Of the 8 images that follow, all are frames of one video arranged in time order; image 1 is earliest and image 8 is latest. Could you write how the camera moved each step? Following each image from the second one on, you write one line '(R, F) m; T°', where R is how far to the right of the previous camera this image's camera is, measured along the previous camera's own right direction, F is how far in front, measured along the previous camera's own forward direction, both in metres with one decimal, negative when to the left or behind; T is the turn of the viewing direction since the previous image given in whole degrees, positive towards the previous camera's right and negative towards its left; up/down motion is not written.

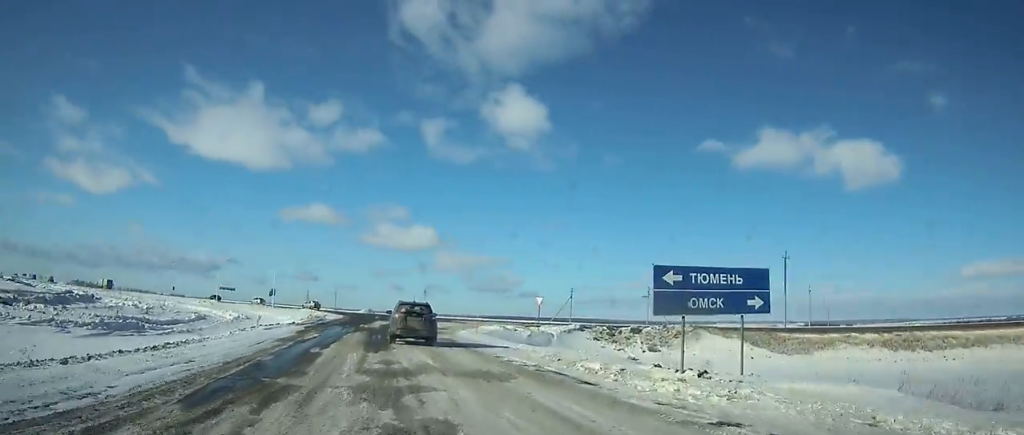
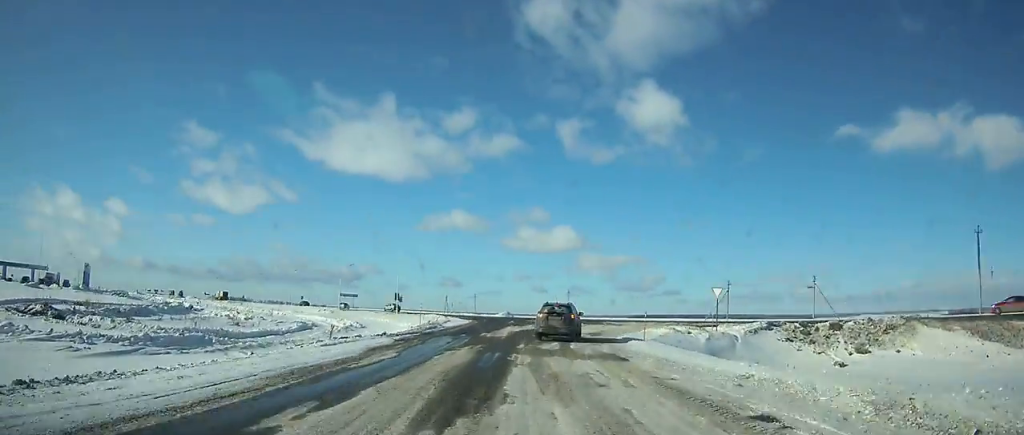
(-1.4, +9.2) m; -10°
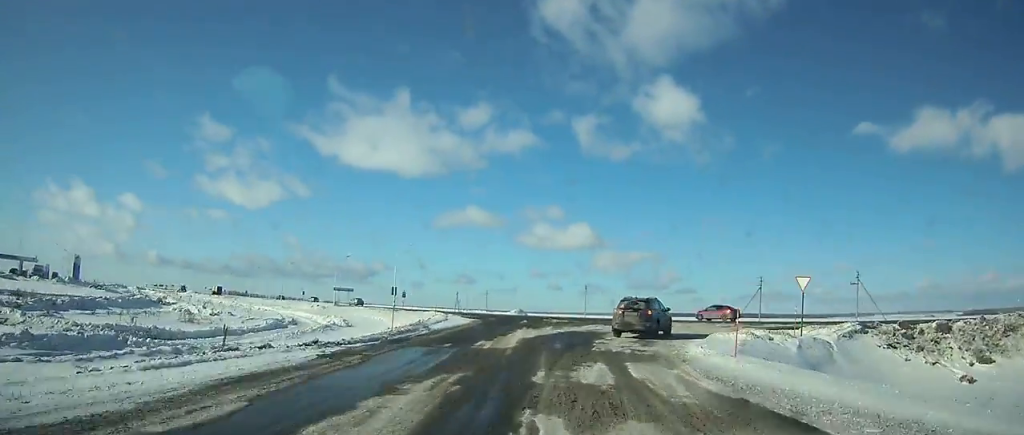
(-0.5, +8.1) m; +2°
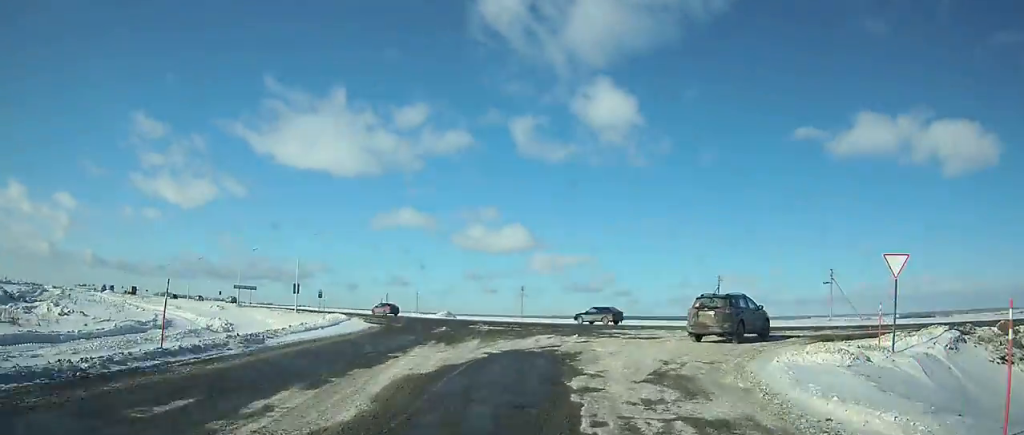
(-0.2, +9.2) m; +5°
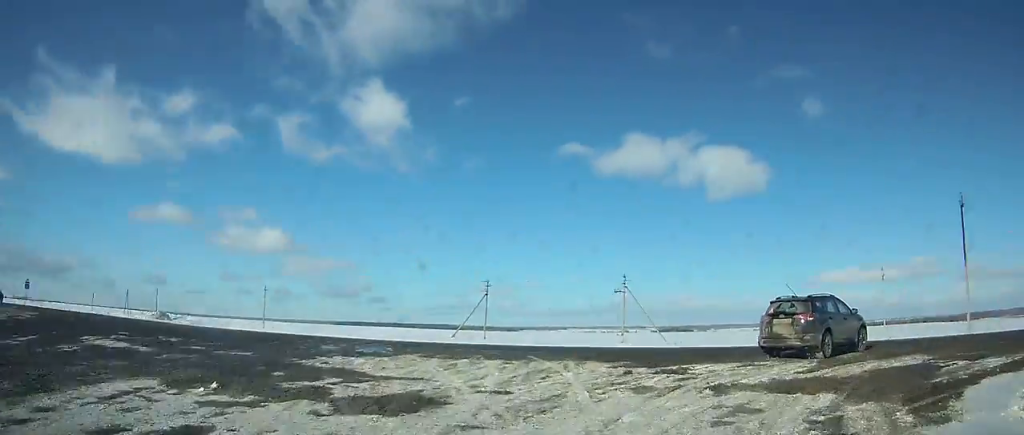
(+0.6, +14.0) m; +21°
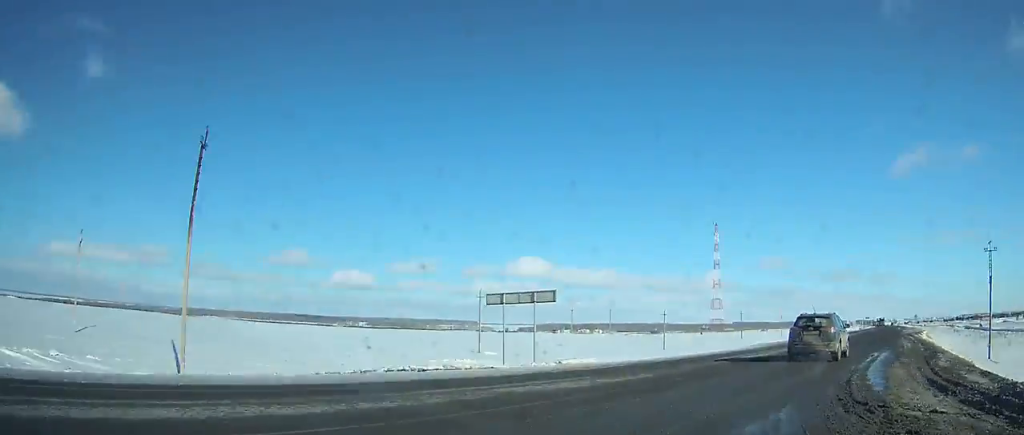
(+16.8, +16.4) m; +82°
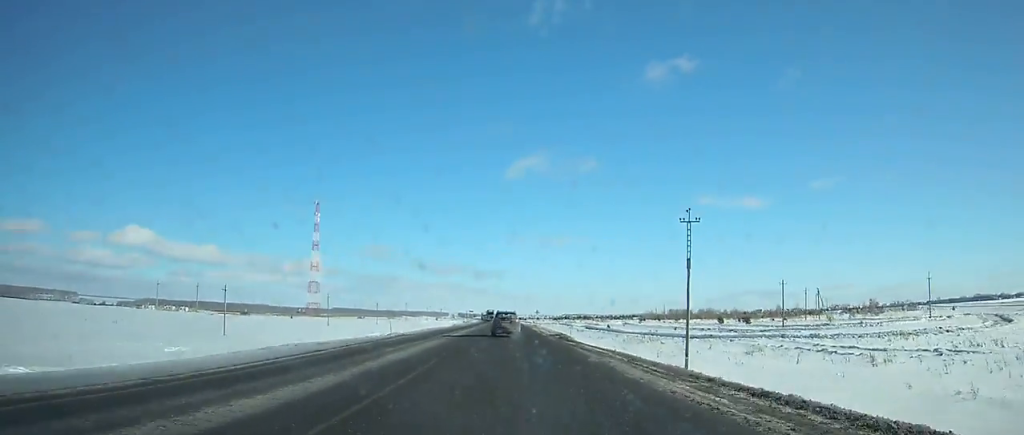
(+12.4, +30.9) m; +25°
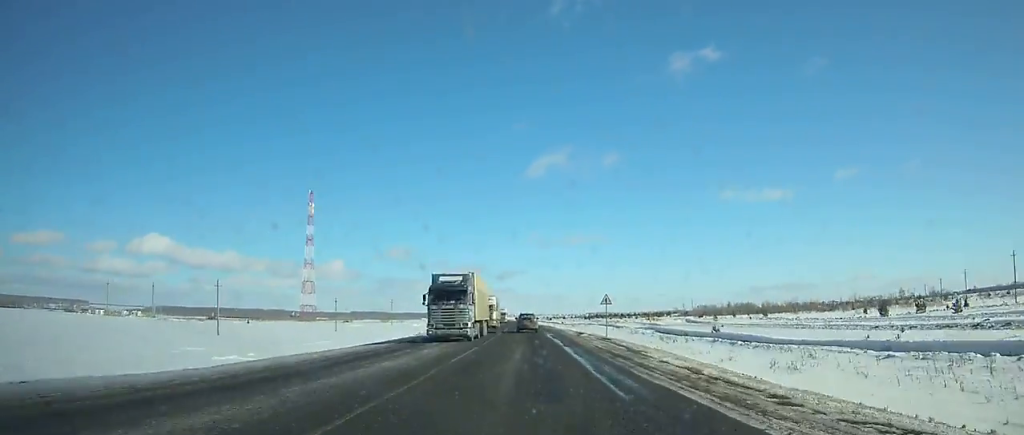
(+2.5, +70.0) m; +1°
